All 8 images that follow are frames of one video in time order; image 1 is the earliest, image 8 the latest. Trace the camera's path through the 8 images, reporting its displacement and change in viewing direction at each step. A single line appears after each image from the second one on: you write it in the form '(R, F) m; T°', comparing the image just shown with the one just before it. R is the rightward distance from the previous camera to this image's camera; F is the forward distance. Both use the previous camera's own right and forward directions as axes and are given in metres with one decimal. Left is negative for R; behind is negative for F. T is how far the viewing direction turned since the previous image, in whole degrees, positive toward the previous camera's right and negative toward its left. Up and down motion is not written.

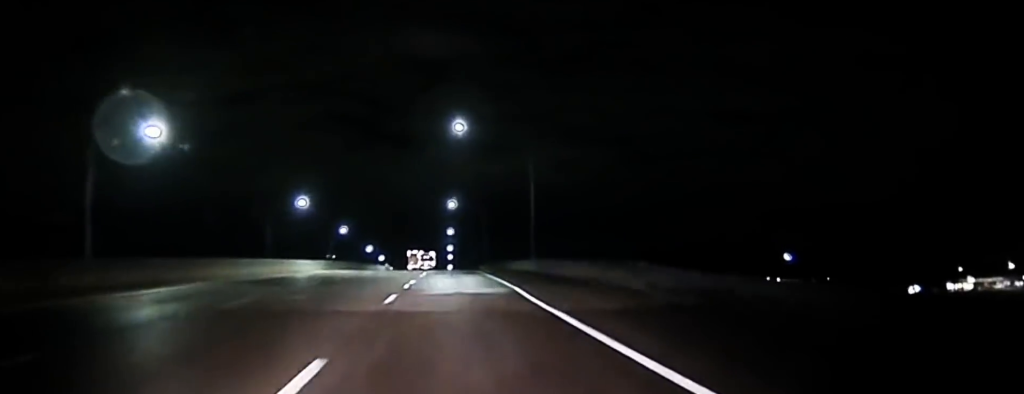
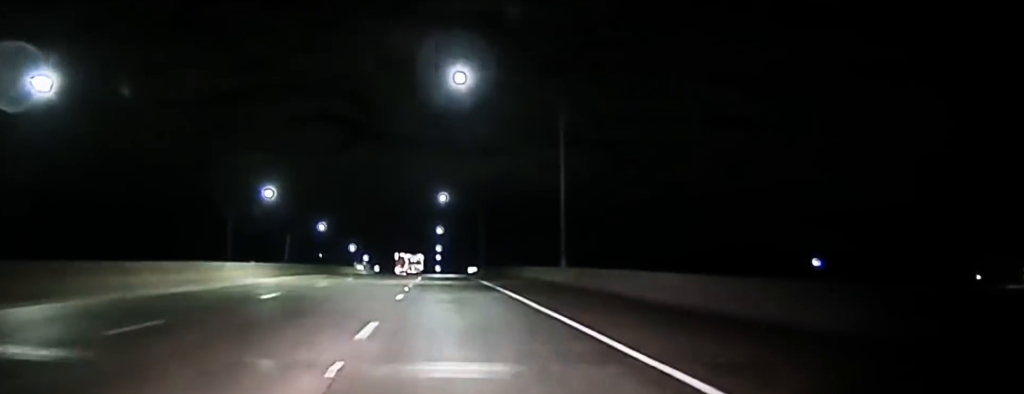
(0.0, +20.2) m; 0°
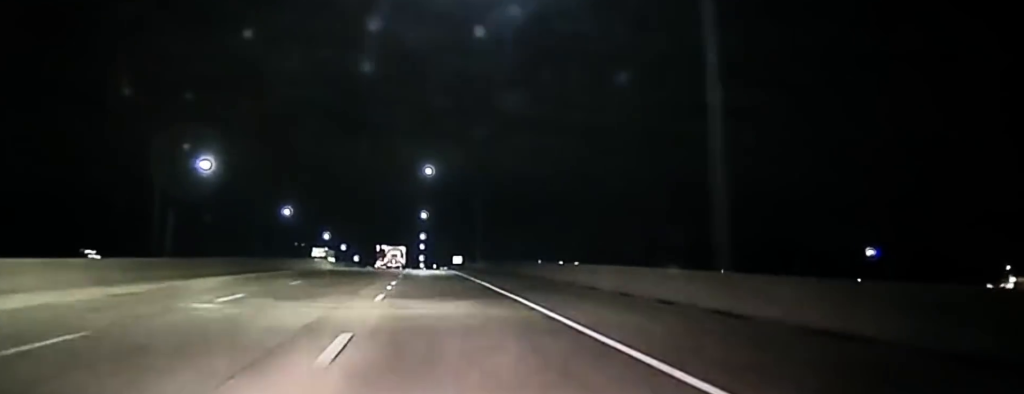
(0.0, +27.2) m; 0°
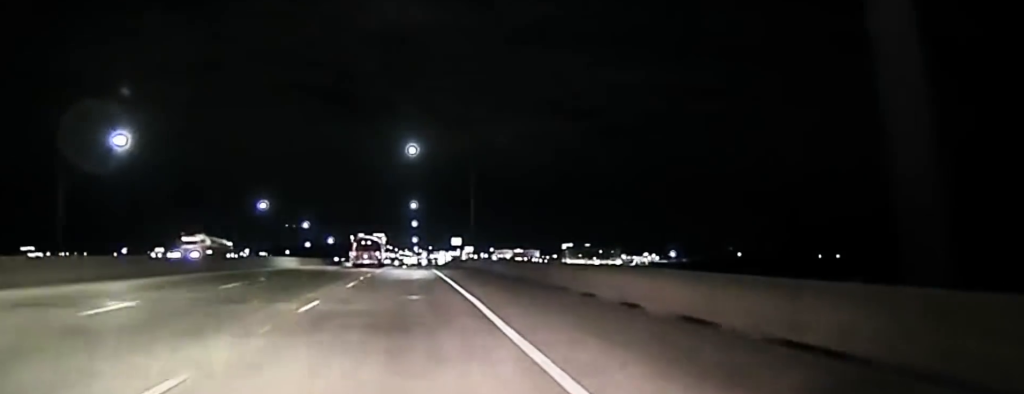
(+0.4, +88.4) m; +1°
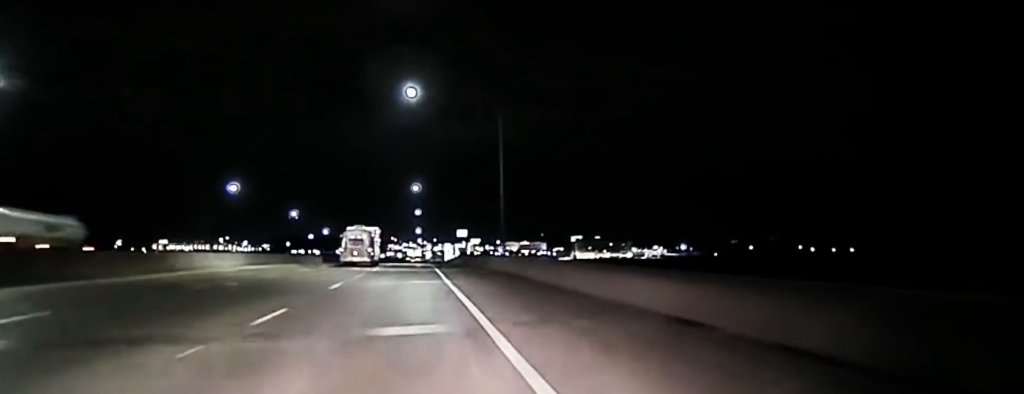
(0.0, +26.8) m; 0°
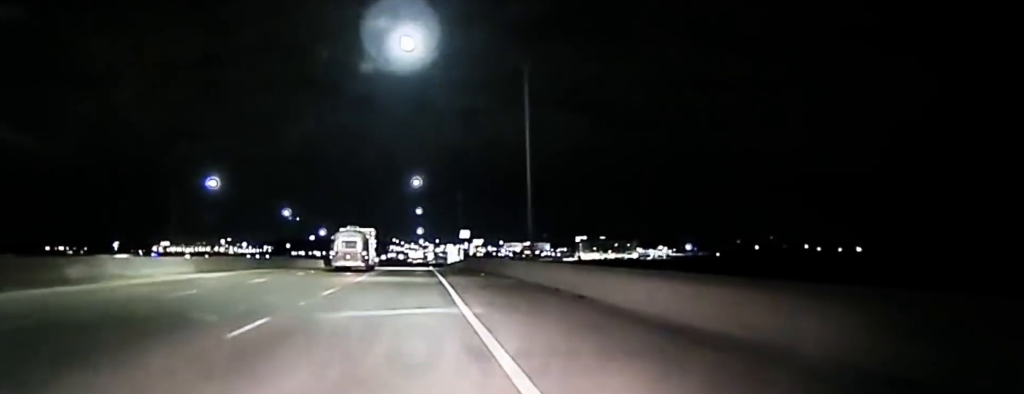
(-0.1, +13.1) m; -1°
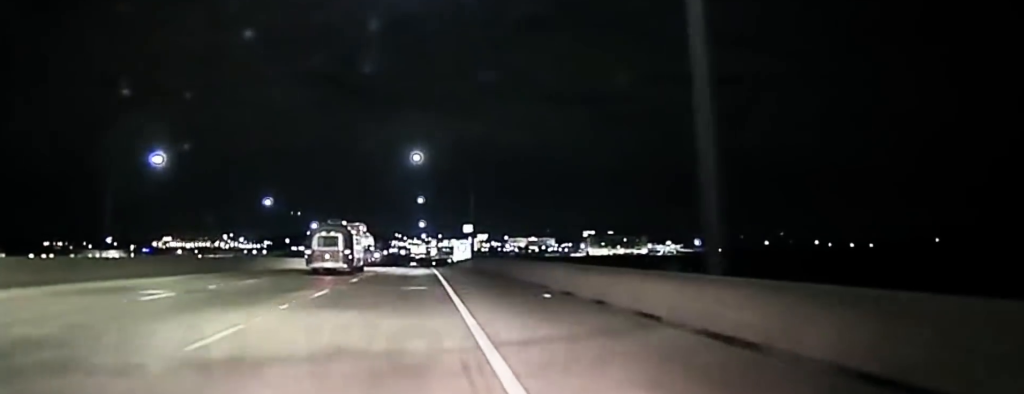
(-0.2, +24.2) m; 0°
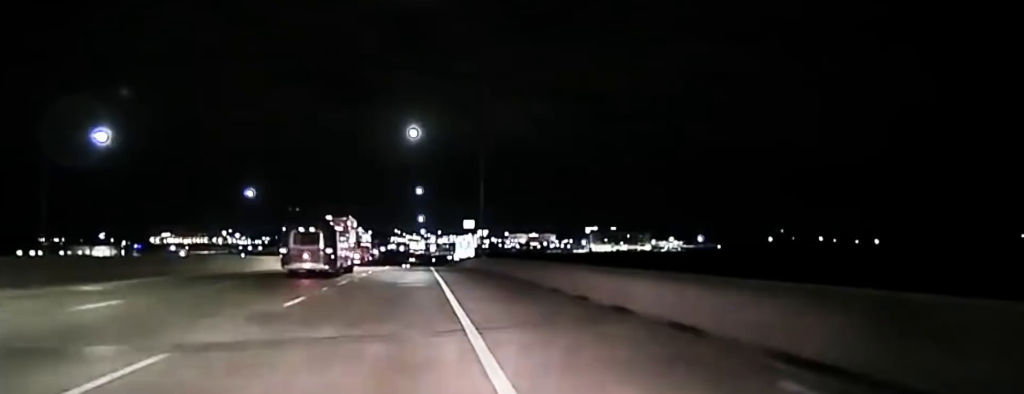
(-0.2, +15.4) m; 0°
